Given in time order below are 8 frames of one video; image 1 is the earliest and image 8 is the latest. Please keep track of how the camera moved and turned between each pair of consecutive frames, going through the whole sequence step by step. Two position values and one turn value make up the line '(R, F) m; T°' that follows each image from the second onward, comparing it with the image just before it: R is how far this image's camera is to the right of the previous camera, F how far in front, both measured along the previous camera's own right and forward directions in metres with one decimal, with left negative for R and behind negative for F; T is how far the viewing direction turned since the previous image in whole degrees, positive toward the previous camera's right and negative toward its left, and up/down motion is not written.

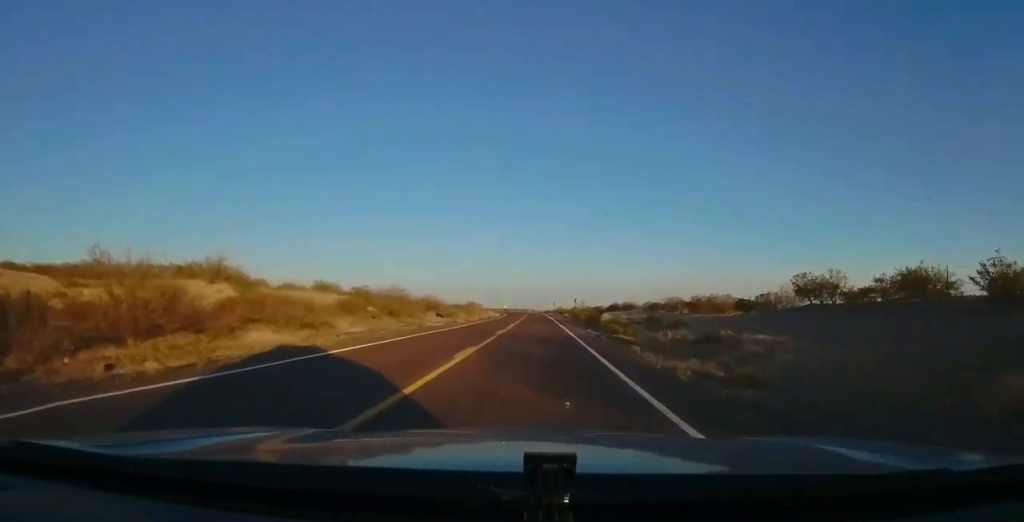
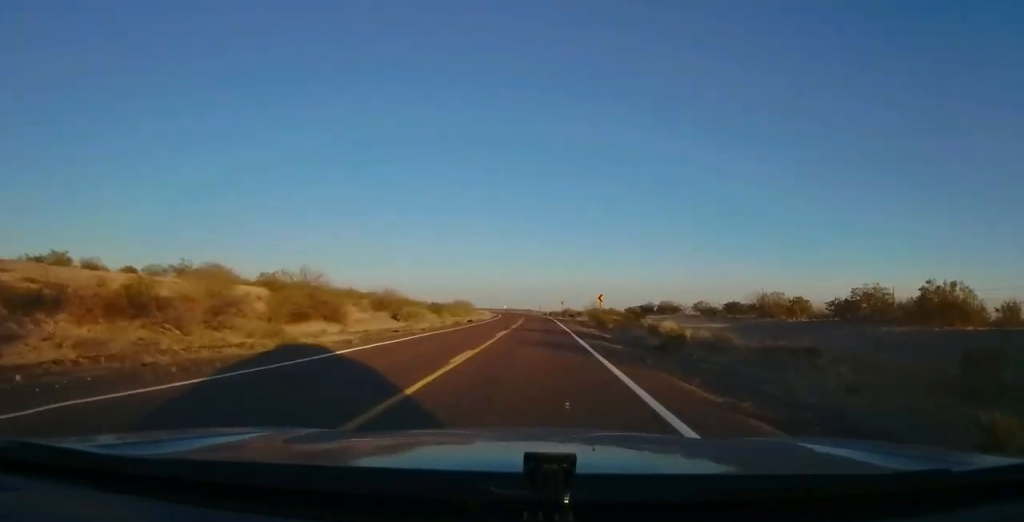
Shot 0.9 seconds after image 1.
(-0.4, +25.6) m; 0°
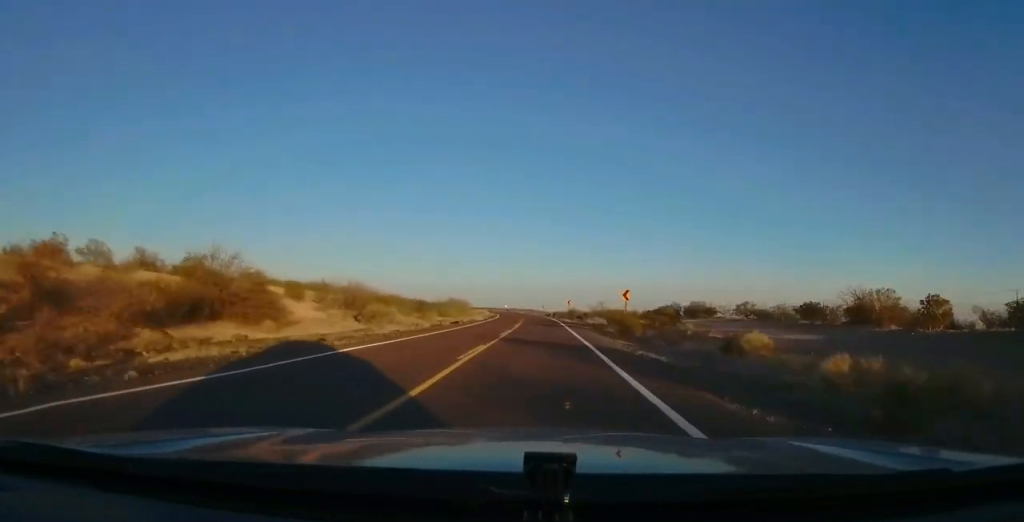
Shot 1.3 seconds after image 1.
(+0.2, +11.8) m; 0°
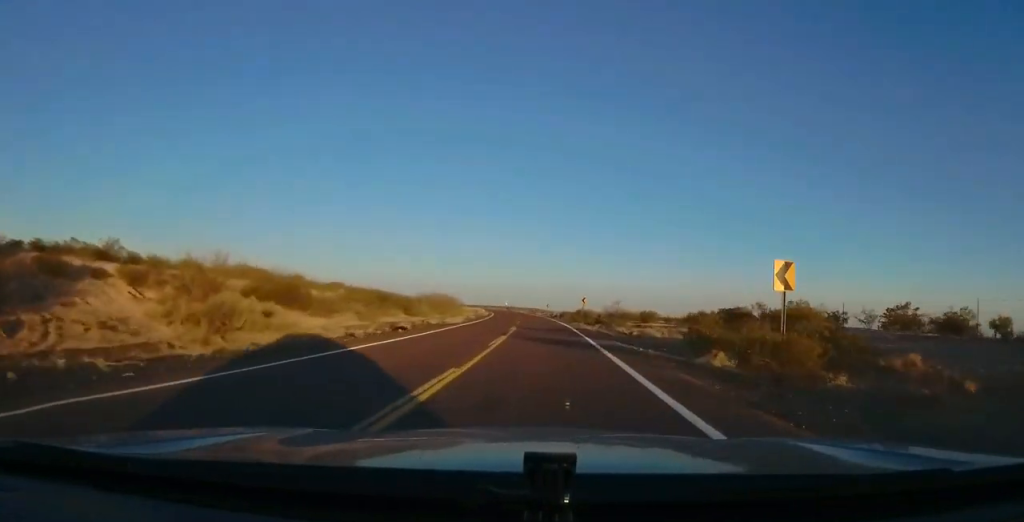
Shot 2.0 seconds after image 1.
(+0.2, +20.7) m; 0°
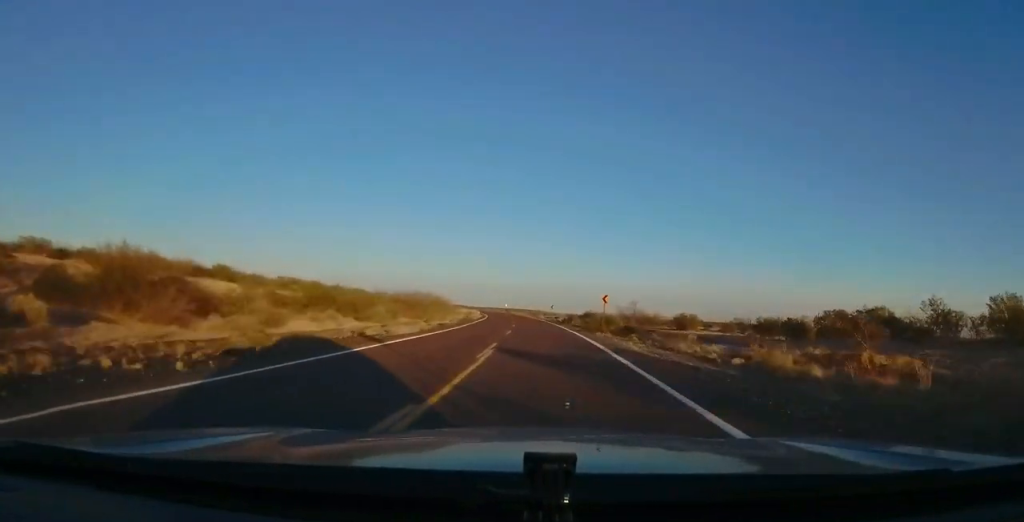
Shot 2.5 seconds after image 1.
(+0.1, +16.7) m; -1°
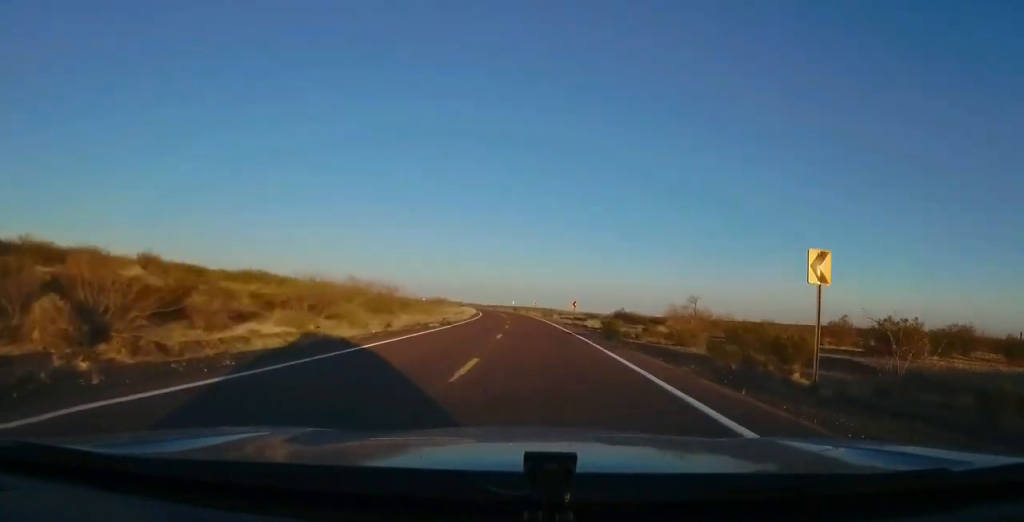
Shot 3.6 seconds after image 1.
(-0.7, +30.3) m; -2°
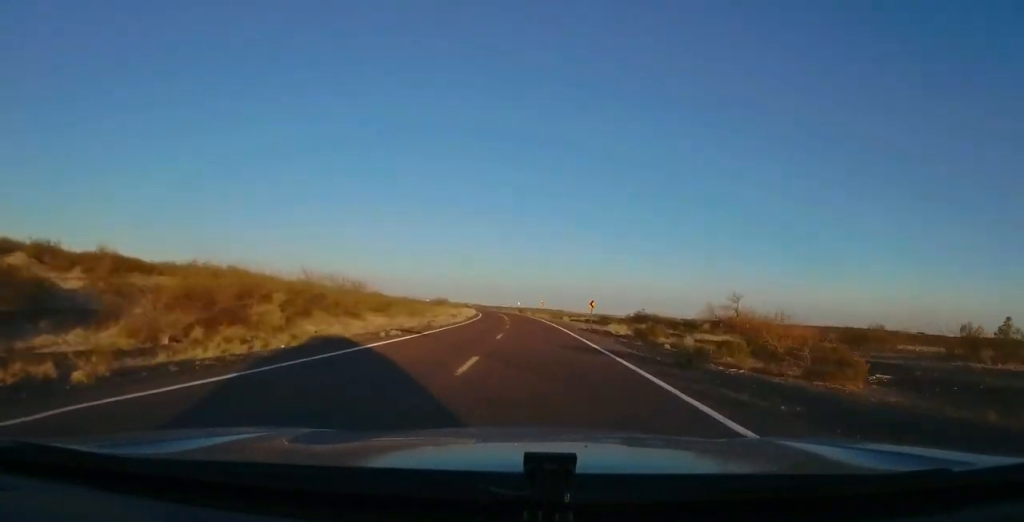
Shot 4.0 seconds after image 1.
(-0.1, +11.7) m; -1°
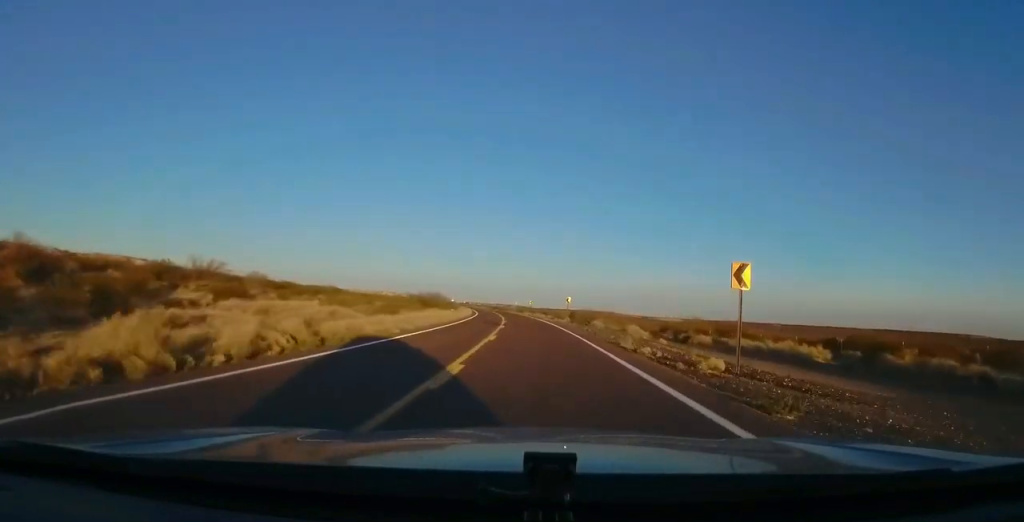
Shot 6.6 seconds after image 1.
(-3.5, +75.5) m; -6°
